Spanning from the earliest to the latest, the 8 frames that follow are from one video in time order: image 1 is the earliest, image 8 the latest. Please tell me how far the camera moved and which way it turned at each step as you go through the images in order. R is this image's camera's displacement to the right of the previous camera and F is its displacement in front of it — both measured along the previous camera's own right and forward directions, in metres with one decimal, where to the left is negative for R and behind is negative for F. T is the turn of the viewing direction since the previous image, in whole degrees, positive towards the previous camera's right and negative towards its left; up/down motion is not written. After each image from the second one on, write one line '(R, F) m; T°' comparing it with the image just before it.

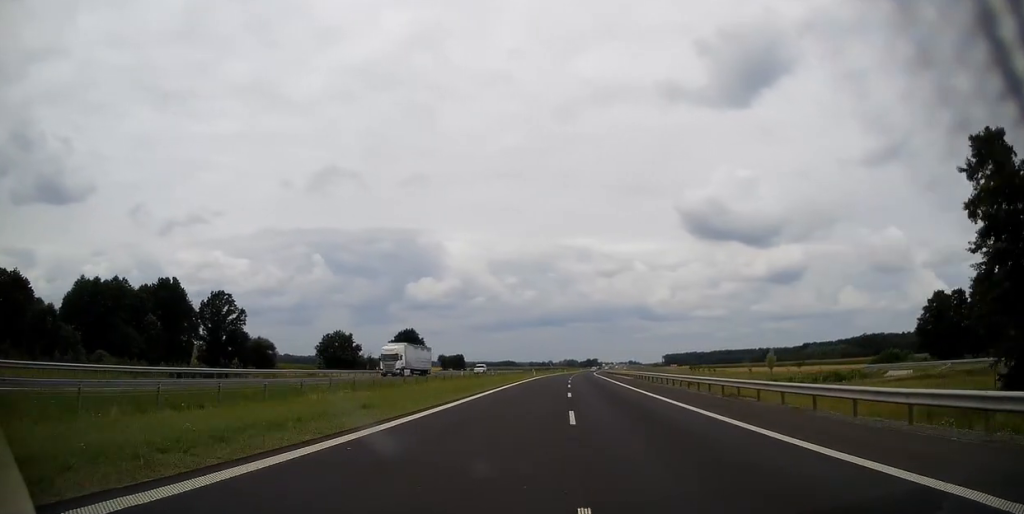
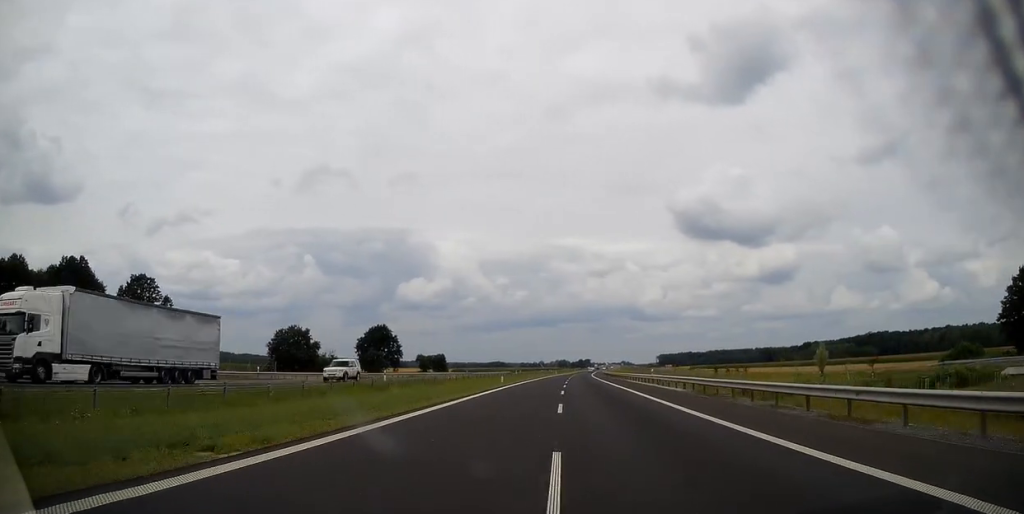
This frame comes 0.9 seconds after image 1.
(+0.1, +32.2) m; +1°
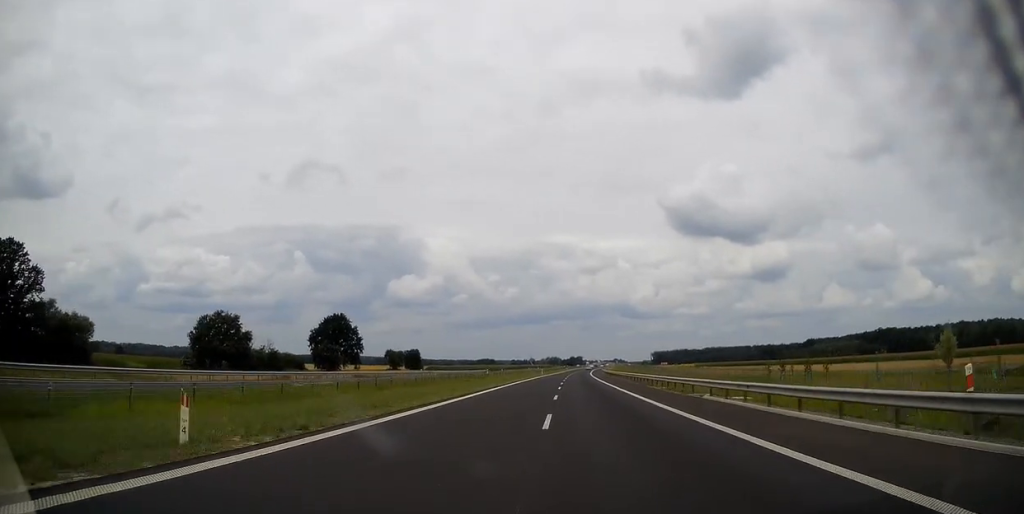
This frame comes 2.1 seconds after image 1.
(+0.4, +40.2) m; +1°
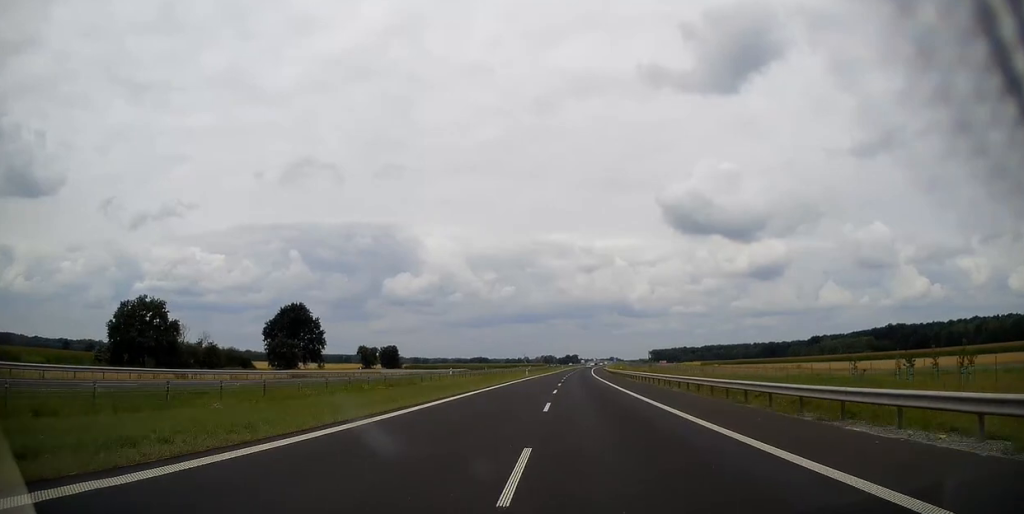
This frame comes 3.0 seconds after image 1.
(+0.2, +31.1) m; +1°
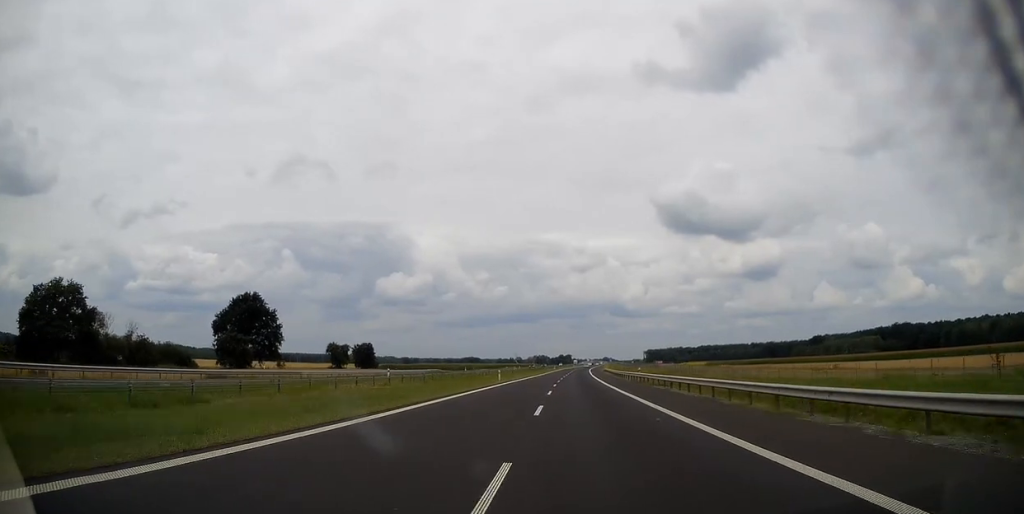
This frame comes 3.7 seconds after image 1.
(-0.1, +25.3) m; +1°
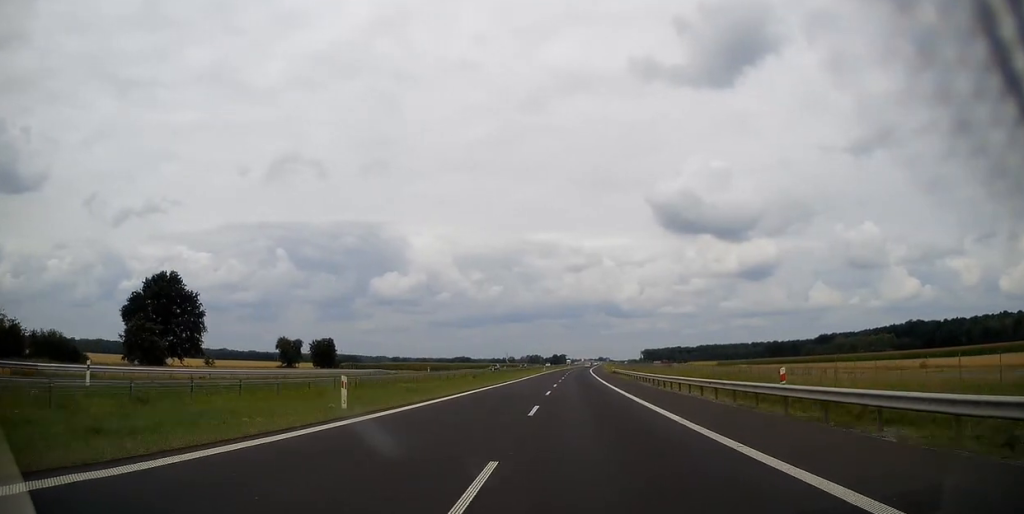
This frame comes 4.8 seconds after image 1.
(+0.6, +35.9) m; +1°
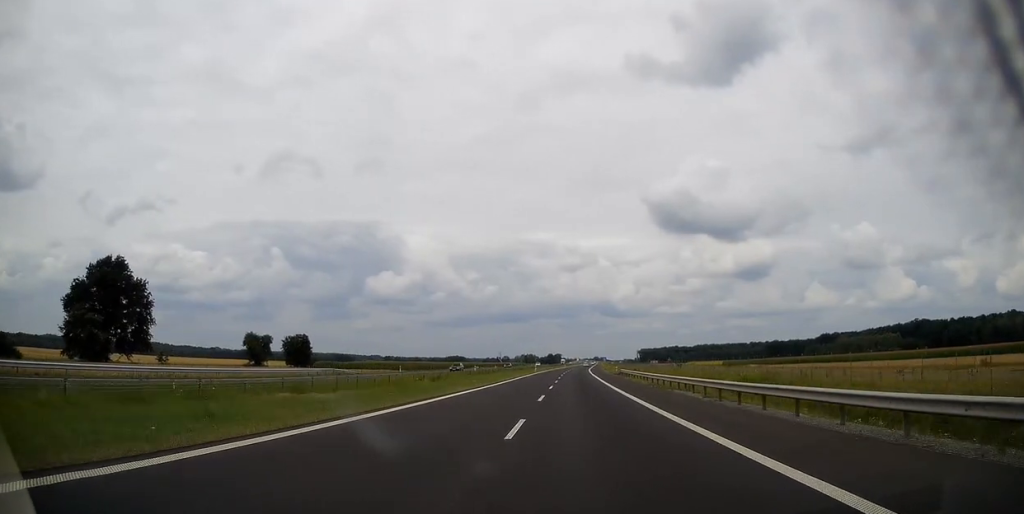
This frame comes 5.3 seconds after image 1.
(0.0, +17.4) m; 0°
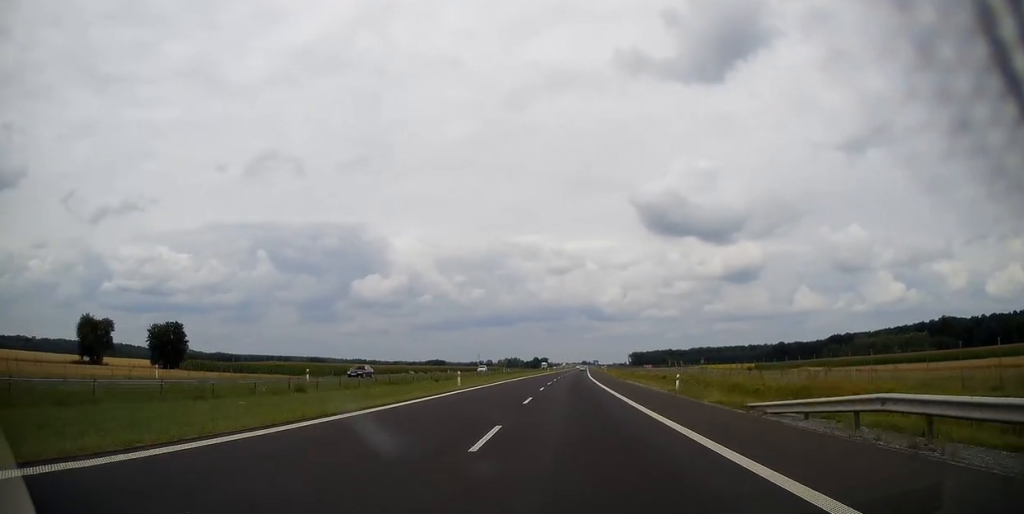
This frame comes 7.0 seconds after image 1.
(+0.4, +61.5) m; +1°
